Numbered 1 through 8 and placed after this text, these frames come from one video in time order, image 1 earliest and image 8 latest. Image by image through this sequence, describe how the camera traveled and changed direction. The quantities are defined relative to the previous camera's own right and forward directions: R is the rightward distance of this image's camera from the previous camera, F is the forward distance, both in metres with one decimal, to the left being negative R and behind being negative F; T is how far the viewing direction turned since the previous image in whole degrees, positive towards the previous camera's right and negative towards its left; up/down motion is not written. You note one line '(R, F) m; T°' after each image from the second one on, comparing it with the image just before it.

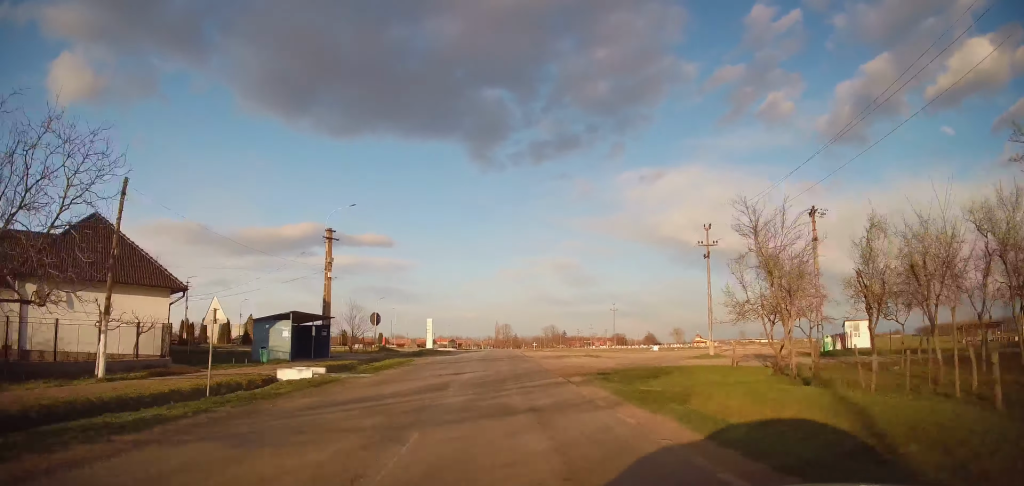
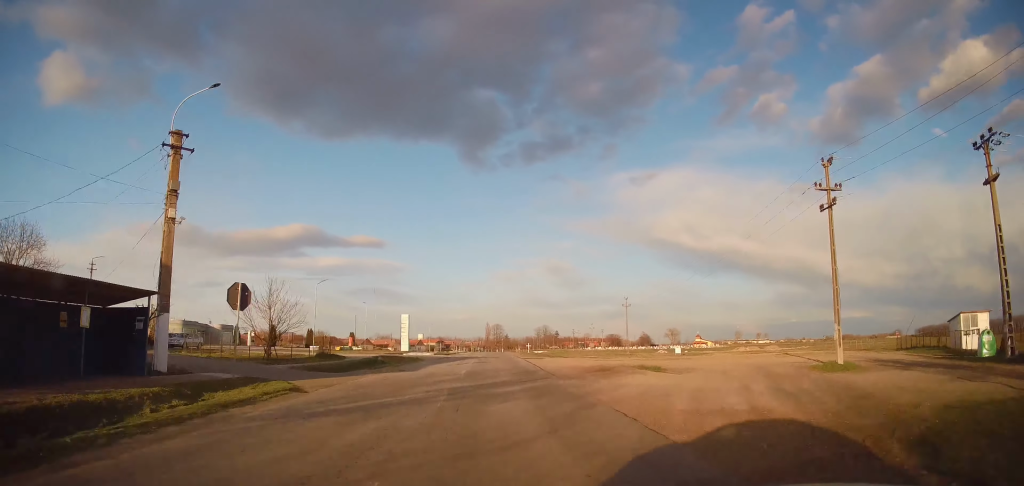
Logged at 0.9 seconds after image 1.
(+0.1, +17.9) m; +1°
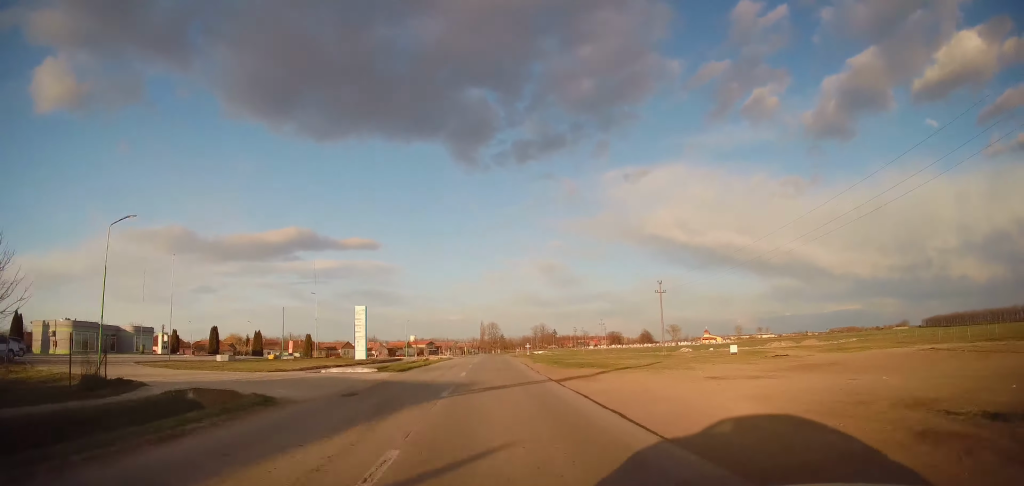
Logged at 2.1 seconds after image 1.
(+0.4, +22.6) m; +1°
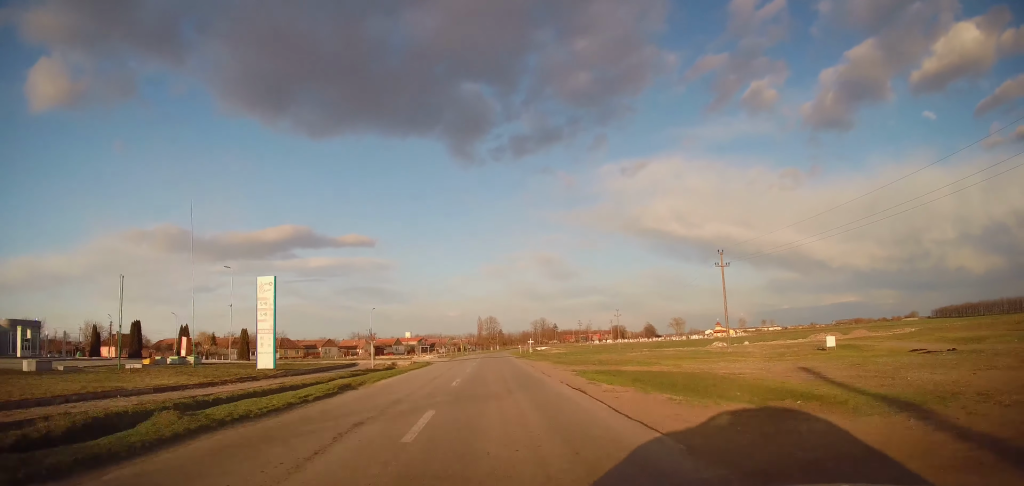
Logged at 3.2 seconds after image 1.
(+0.1, +21.1) m; 0°
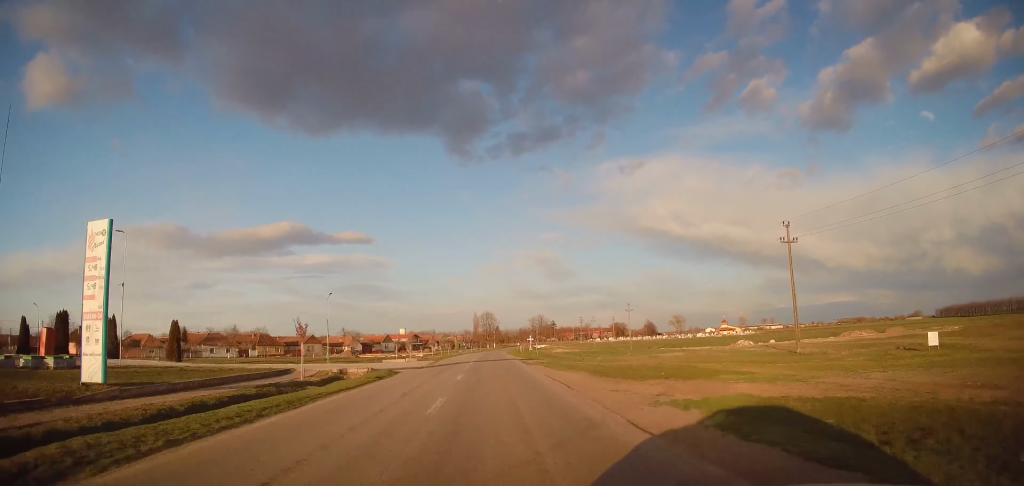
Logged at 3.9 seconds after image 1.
(0.0, +14.1) m; 0°
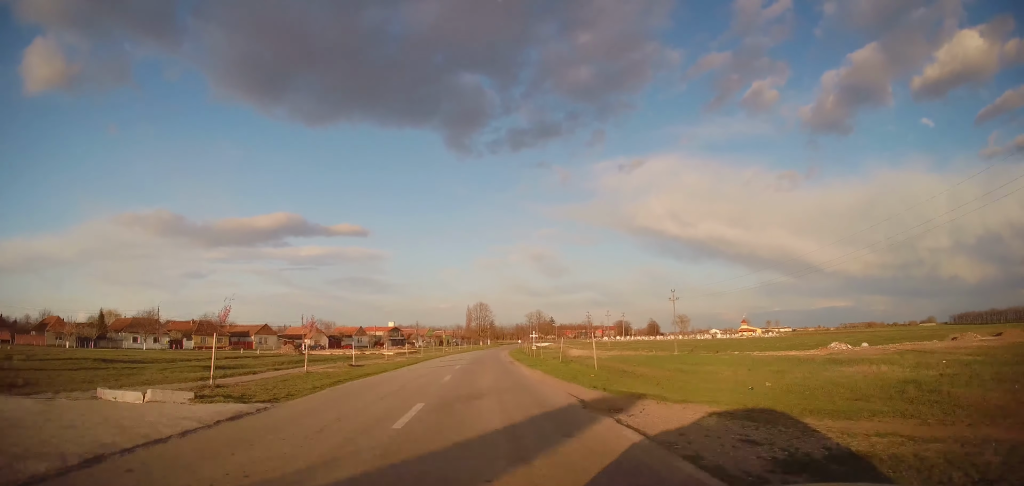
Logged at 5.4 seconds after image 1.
(-0.4, +31.4) m; 0°
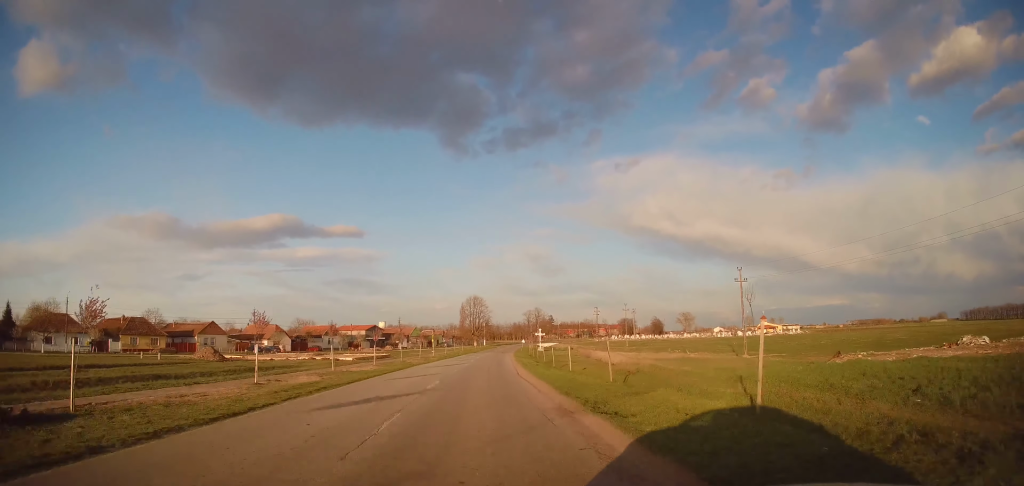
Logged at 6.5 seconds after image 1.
(+0.4, +25.7) m; 0°
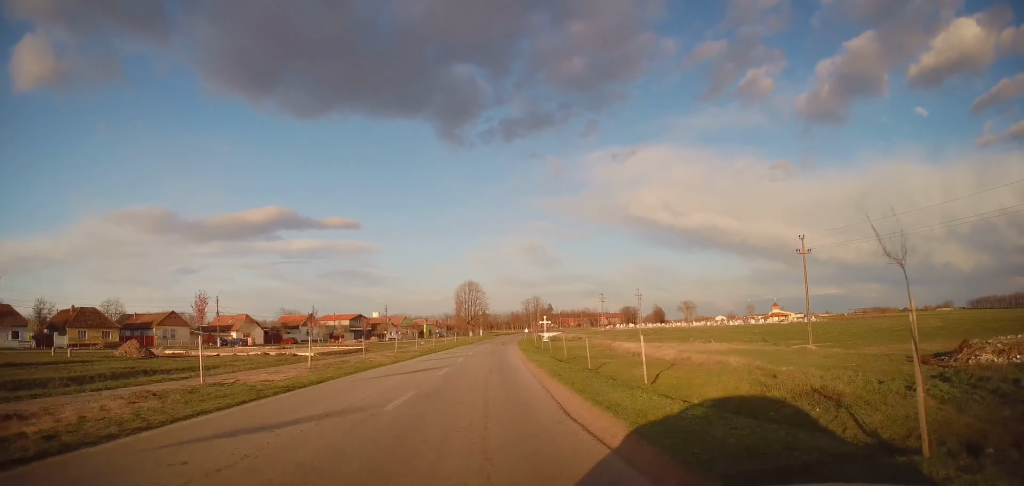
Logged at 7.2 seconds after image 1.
(-0.3, +14.2) m; 0°
